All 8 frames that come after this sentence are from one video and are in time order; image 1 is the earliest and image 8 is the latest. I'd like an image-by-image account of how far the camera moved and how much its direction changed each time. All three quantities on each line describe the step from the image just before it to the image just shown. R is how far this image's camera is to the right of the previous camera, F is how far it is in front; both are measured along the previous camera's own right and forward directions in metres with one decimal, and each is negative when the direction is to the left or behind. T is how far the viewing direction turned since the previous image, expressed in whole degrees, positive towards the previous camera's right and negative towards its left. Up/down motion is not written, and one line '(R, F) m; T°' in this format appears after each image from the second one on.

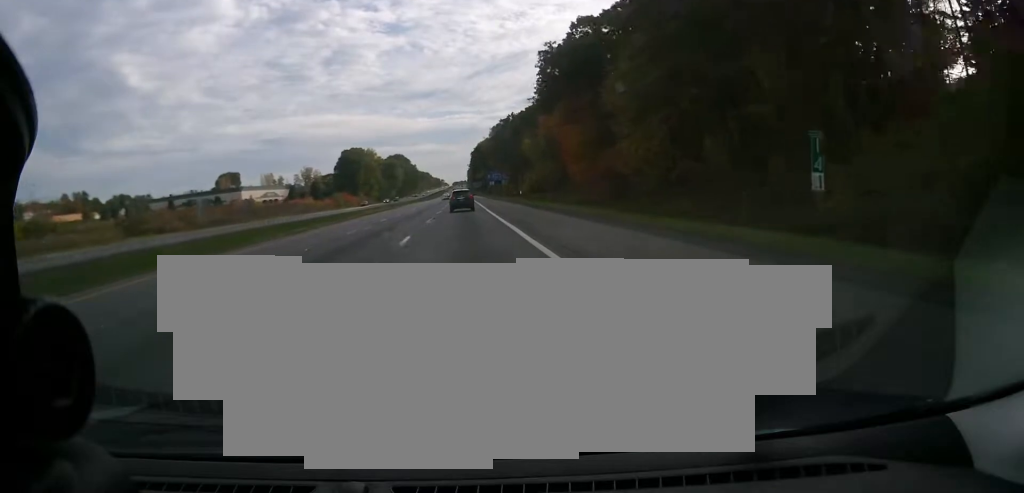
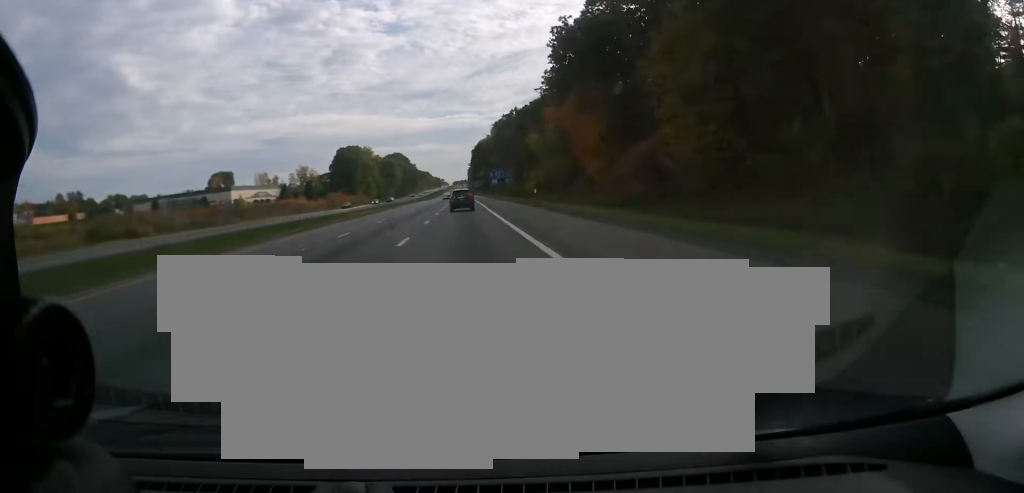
(0.0, +12.4) m; 0°
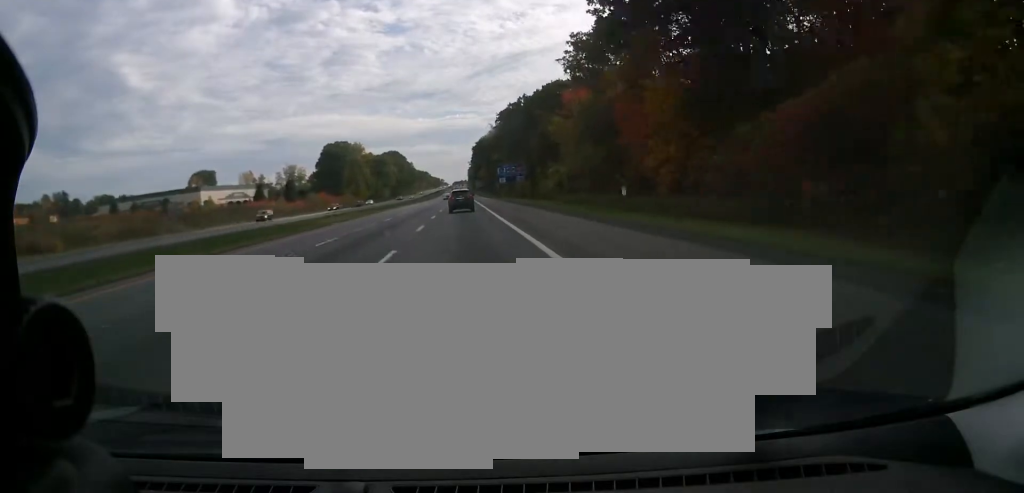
(0.0, +28.5) m; 0°
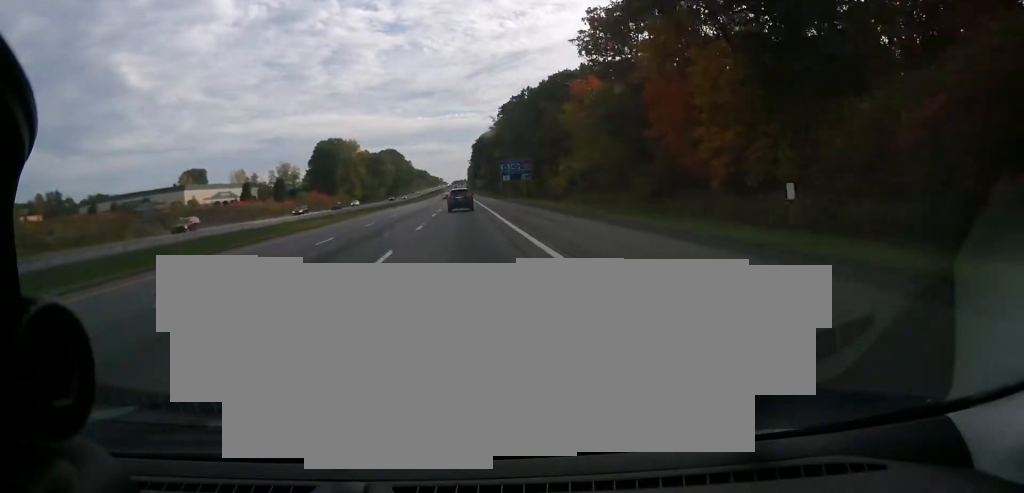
(+0.1, +12.4) m; 0°
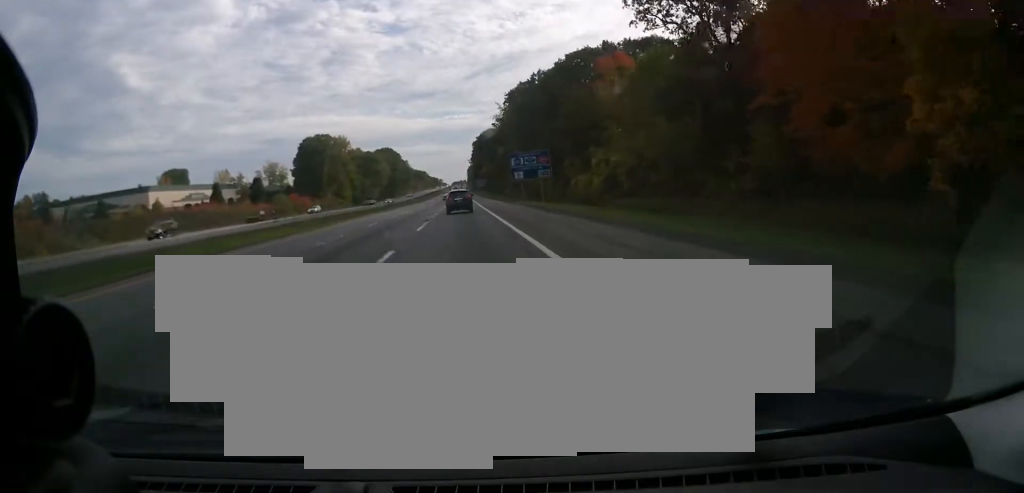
(-0.3, +24.0) m; 0°
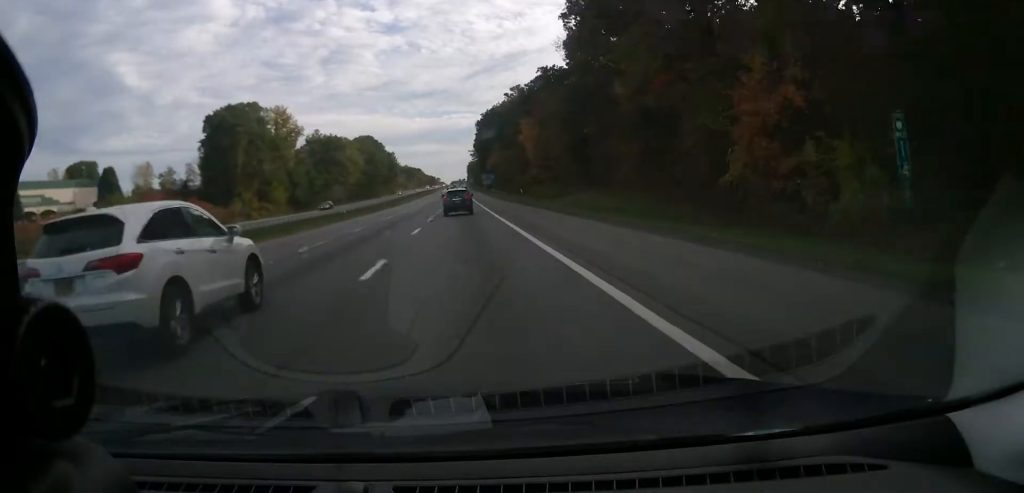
(+0.5, +87.1) m; 0°
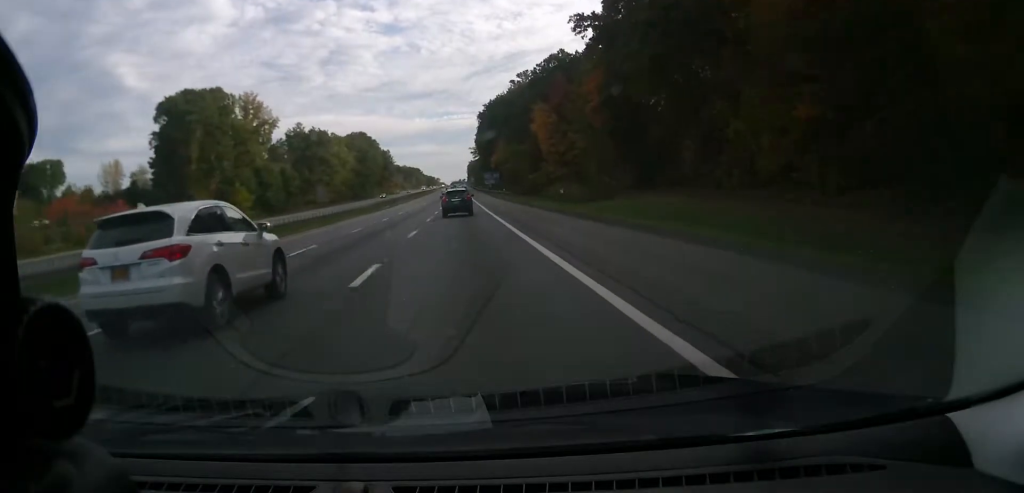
(0.0, +24.8) m; 0°
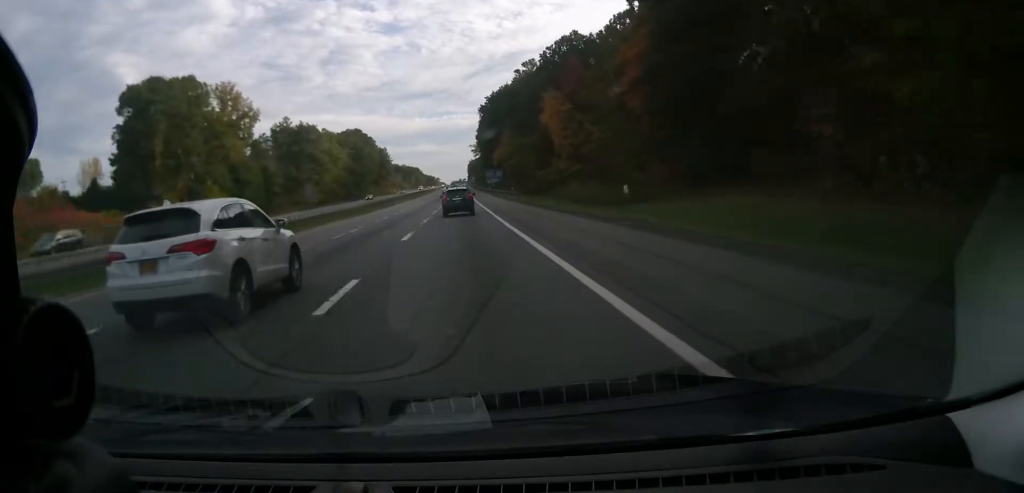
(+0.2, +14.9) m; 0°
